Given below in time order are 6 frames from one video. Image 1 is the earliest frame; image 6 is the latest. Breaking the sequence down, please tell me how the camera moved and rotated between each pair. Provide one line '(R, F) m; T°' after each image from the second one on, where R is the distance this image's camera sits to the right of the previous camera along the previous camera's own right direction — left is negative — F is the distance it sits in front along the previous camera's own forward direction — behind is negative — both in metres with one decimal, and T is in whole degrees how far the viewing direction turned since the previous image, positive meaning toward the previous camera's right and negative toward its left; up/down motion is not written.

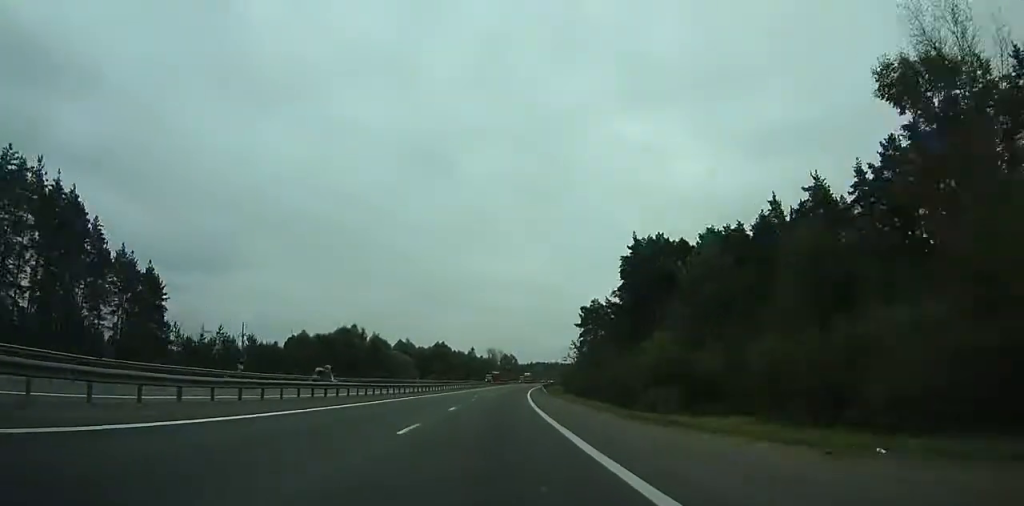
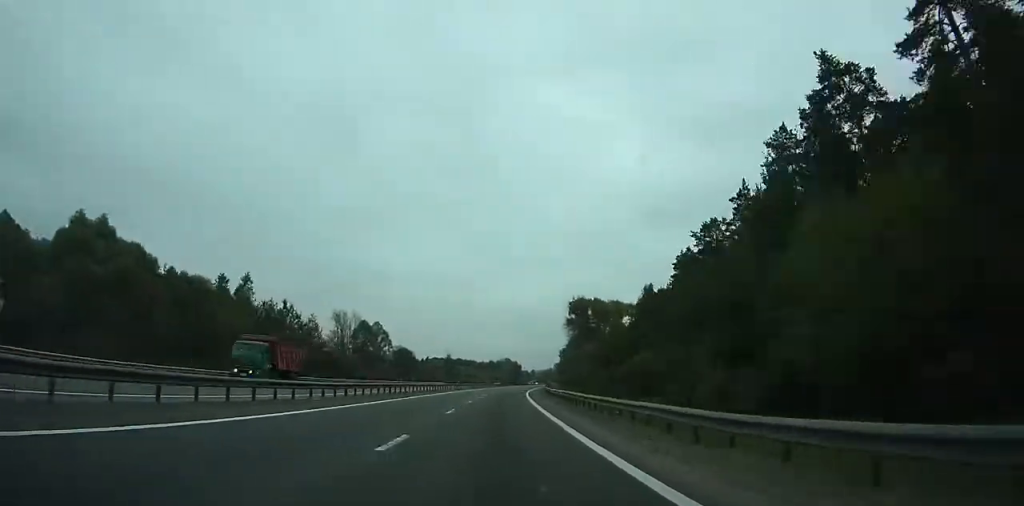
(-11.3, +160.3) m; +8°
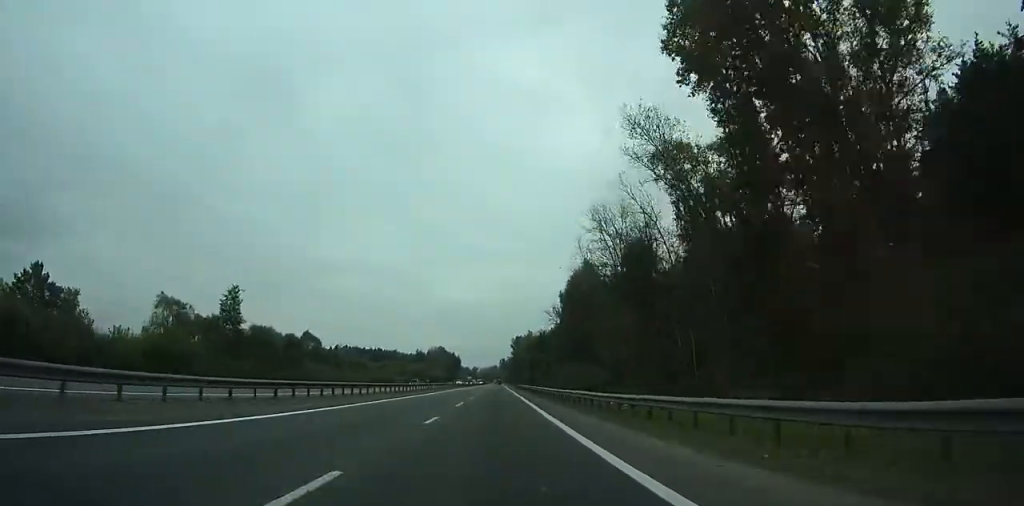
(+33.2, +135.8) m; +9°
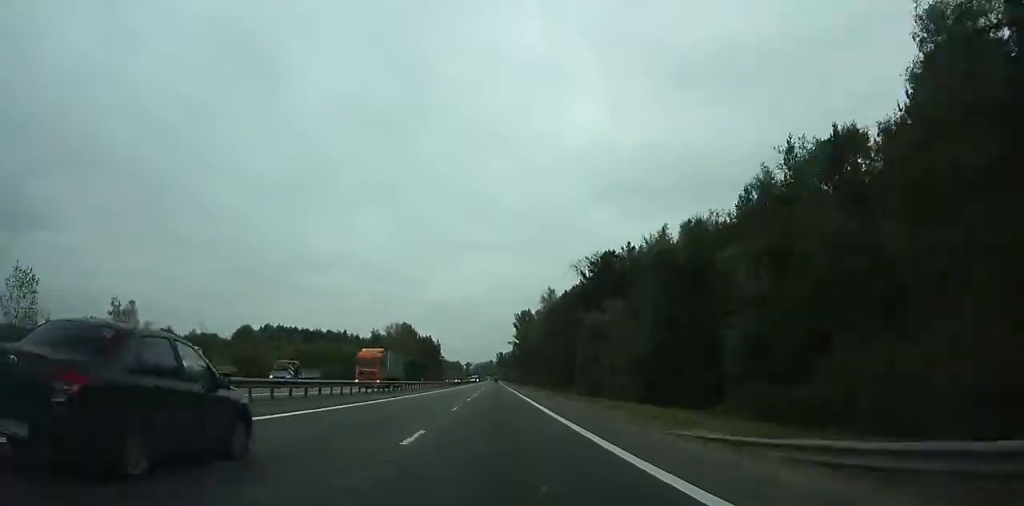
(-1.7, +128.0) m; -1°
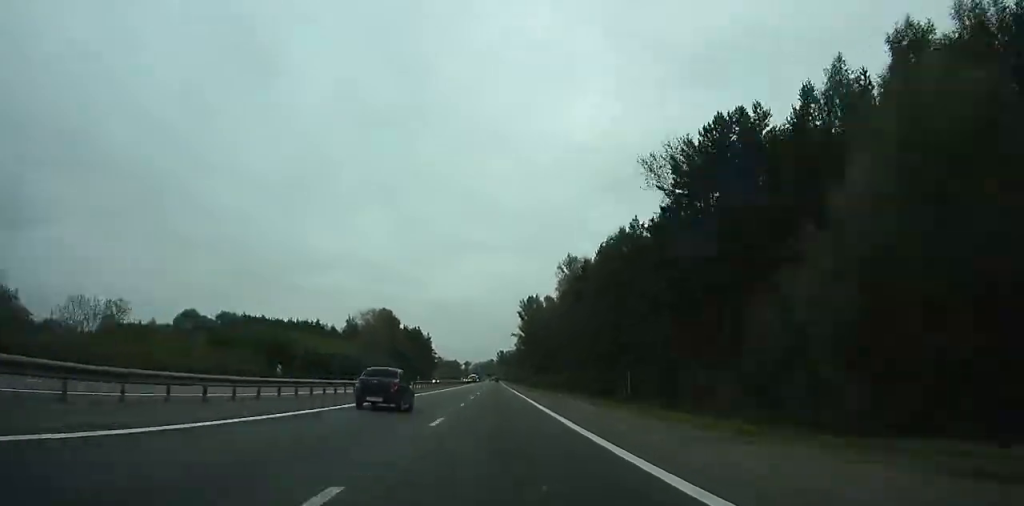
(0.0, +45.9) m; +6°
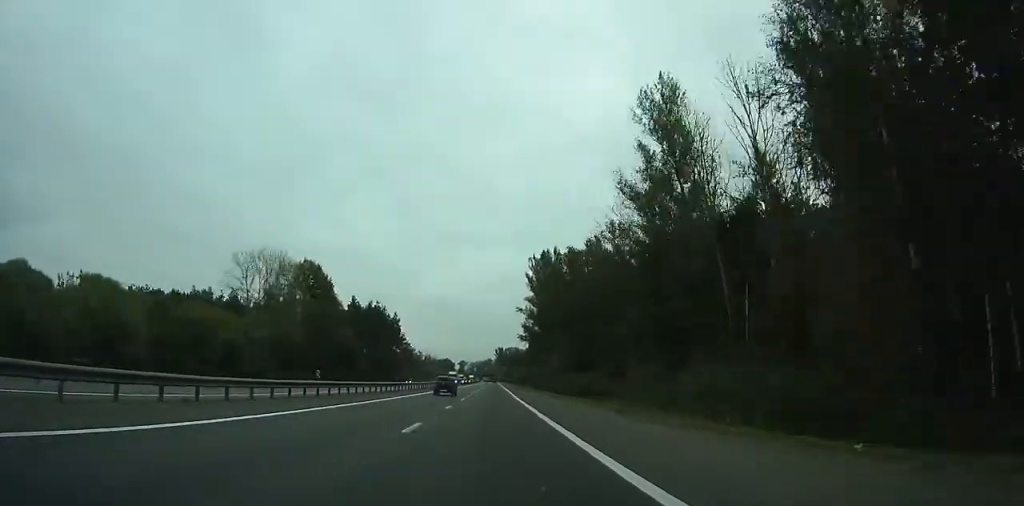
(+6.5, +70.8) m; +7°
